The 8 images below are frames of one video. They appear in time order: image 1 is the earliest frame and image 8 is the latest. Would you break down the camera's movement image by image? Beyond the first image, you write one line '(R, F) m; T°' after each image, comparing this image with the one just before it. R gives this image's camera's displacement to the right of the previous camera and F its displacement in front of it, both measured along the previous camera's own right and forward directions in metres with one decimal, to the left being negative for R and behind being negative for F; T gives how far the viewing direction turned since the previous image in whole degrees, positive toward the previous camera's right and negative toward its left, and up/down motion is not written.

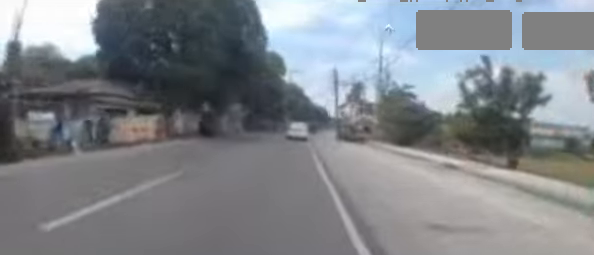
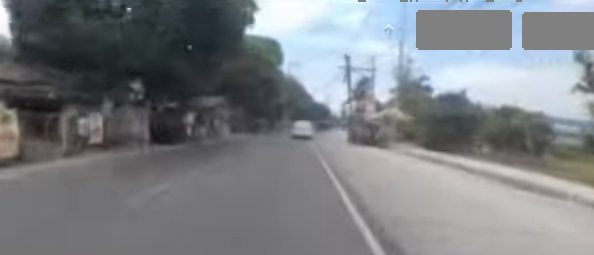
(0.0, +7.9) m; 0°
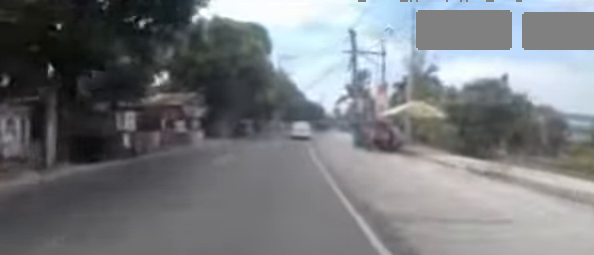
(-0.2, +5.8) m; 0°
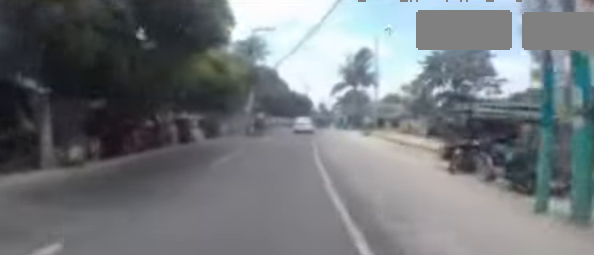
(+0.8, +16.2) m; +4°
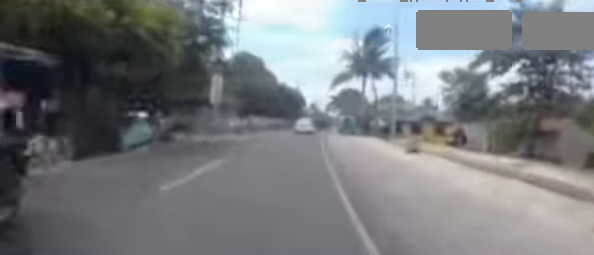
(0.0, +12.8) m; +1°
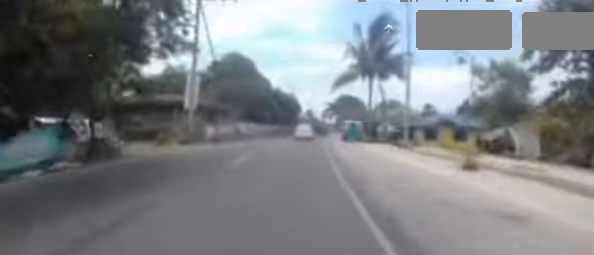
(-0.2, +5.5) m; +1°
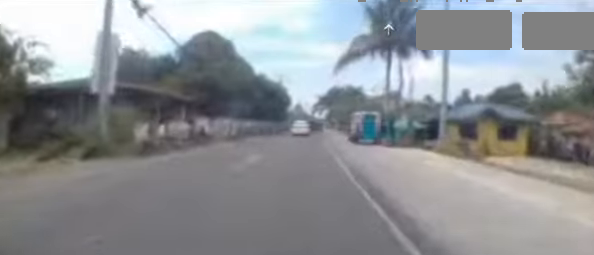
(+0.4, +9.3) m; +3°
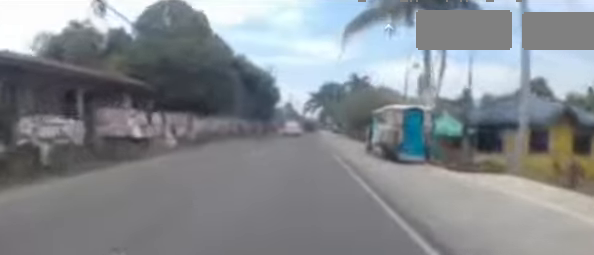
(+0.2, +8.4) m; +3°
